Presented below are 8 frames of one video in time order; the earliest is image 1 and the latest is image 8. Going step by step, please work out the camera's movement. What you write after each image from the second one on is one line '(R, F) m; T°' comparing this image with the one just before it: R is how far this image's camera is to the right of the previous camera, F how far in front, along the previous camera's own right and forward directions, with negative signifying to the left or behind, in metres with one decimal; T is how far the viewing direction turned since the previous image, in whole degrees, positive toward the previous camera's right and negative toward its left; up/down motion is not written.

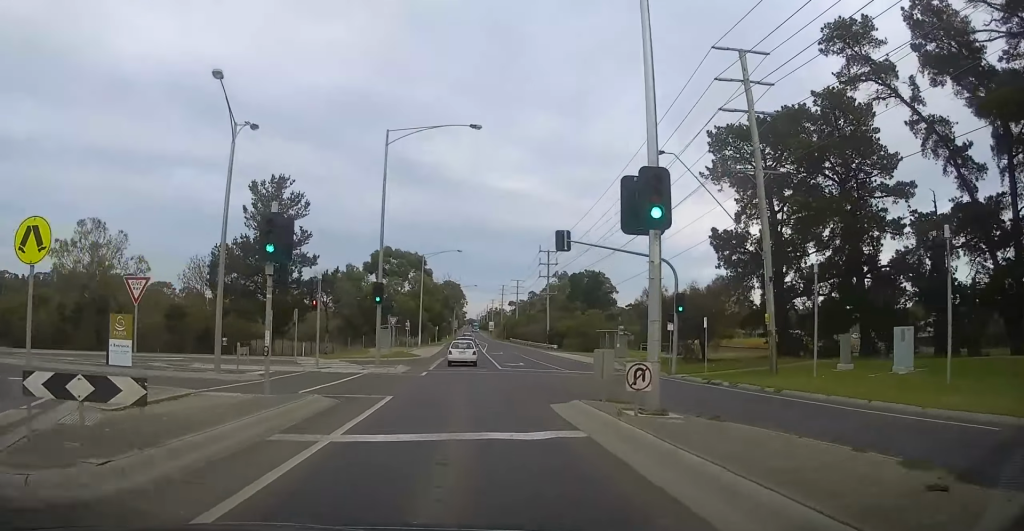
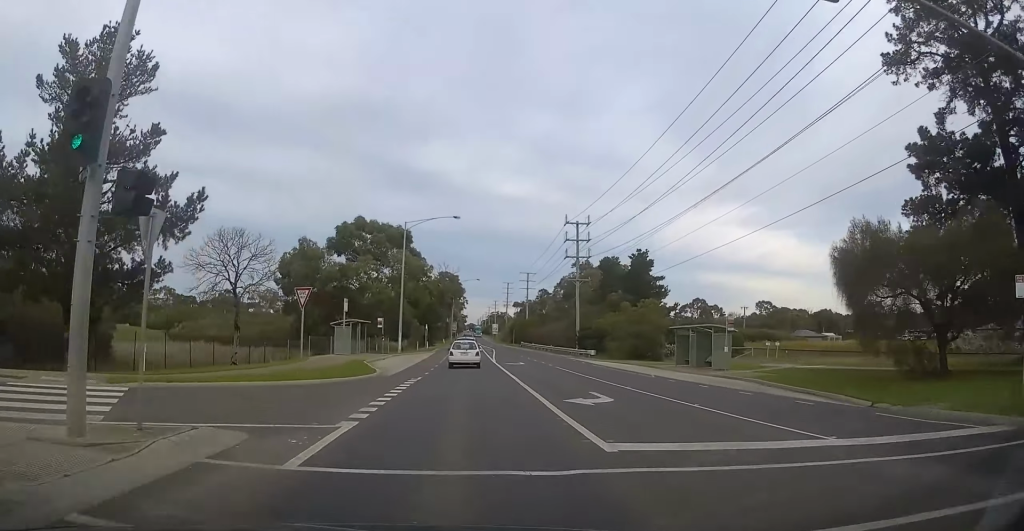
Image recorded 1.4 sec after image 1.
(0.0, +24.8) m; 0°
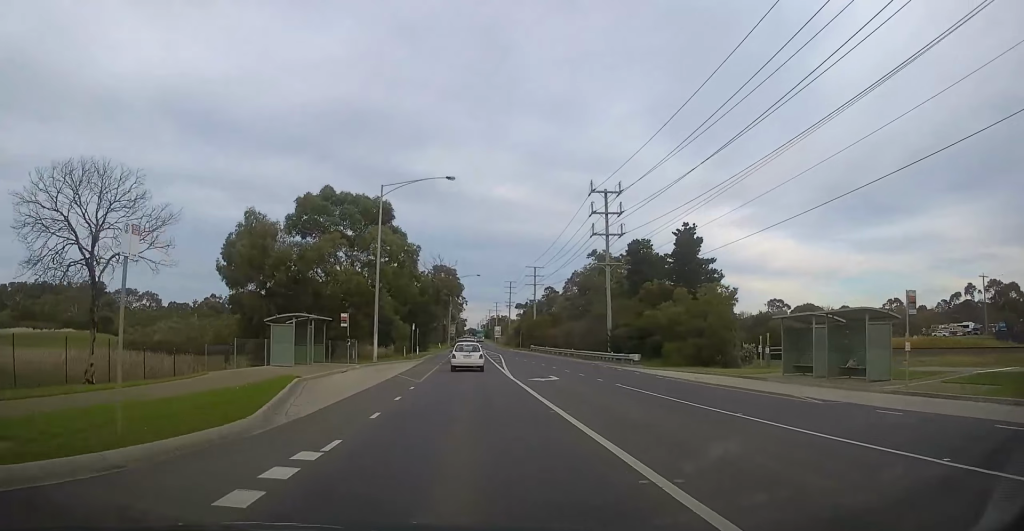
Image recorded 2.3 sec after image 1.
(0.0, +16.0) m; +2°
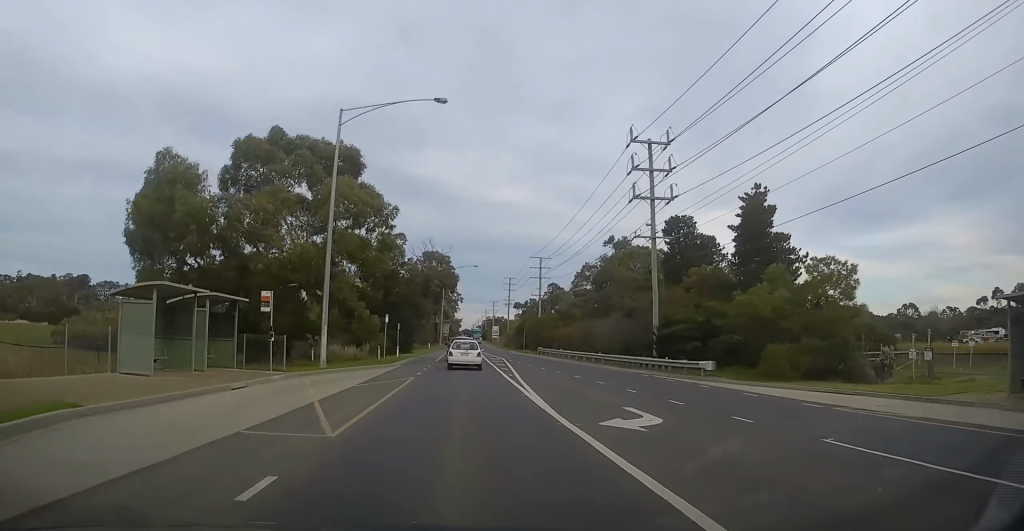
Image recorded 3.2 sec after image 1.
(+0.3, +14.6) m; +1°
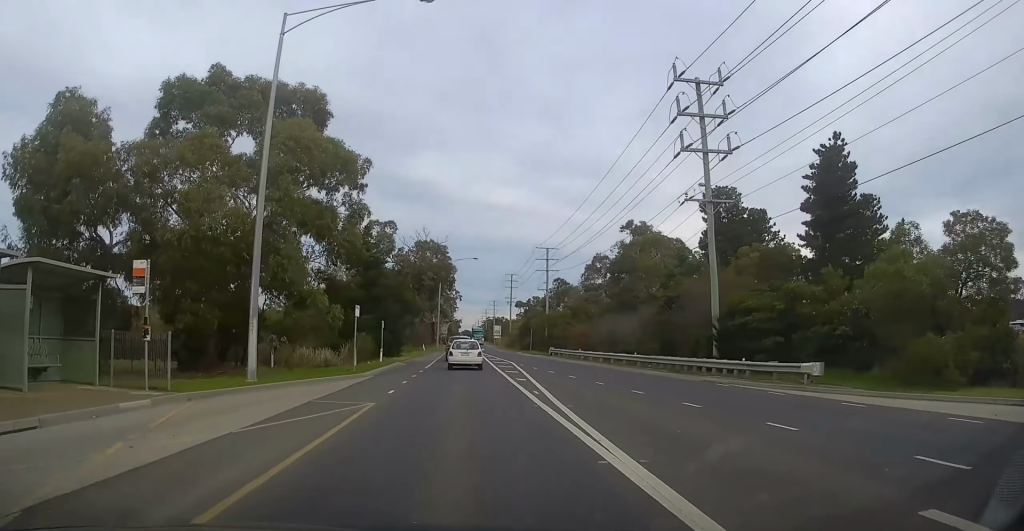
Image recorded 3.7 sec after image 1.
(+0.3, +9.9) m; 0°
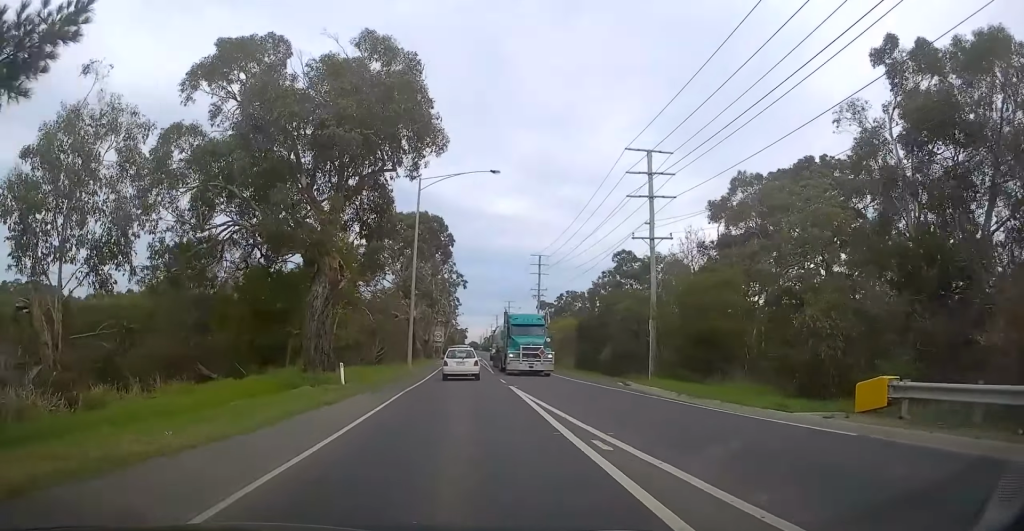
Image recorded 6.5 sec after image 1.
(-3.3, +49.2) m; -5°
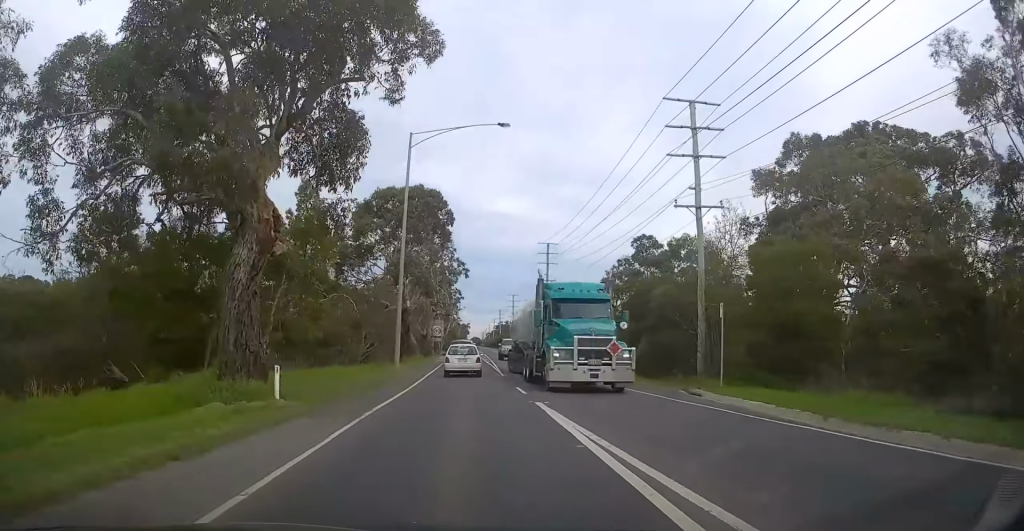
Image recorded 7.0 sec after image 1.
(+0.2, +8.5) m; +1°
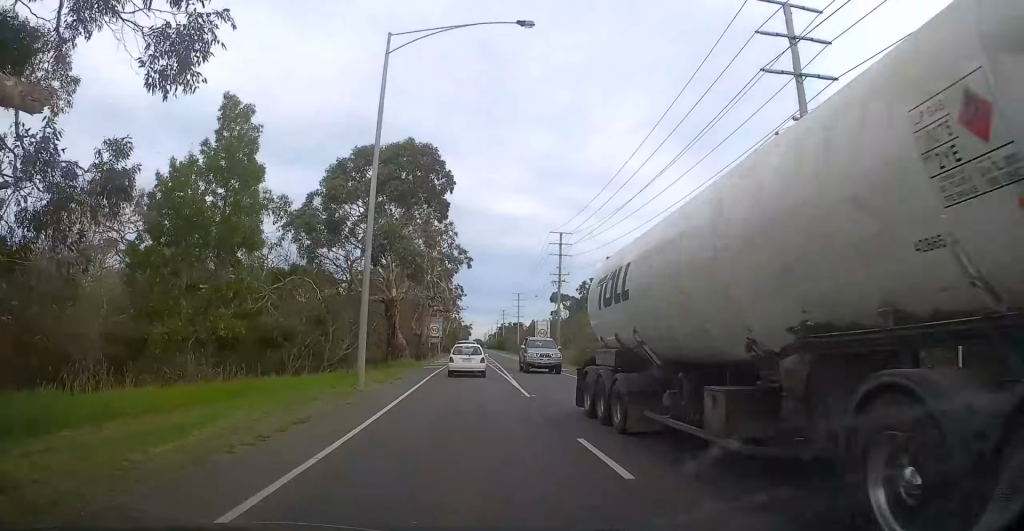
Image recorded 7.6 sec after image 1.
(+0.3, +10.6) m; +1°
